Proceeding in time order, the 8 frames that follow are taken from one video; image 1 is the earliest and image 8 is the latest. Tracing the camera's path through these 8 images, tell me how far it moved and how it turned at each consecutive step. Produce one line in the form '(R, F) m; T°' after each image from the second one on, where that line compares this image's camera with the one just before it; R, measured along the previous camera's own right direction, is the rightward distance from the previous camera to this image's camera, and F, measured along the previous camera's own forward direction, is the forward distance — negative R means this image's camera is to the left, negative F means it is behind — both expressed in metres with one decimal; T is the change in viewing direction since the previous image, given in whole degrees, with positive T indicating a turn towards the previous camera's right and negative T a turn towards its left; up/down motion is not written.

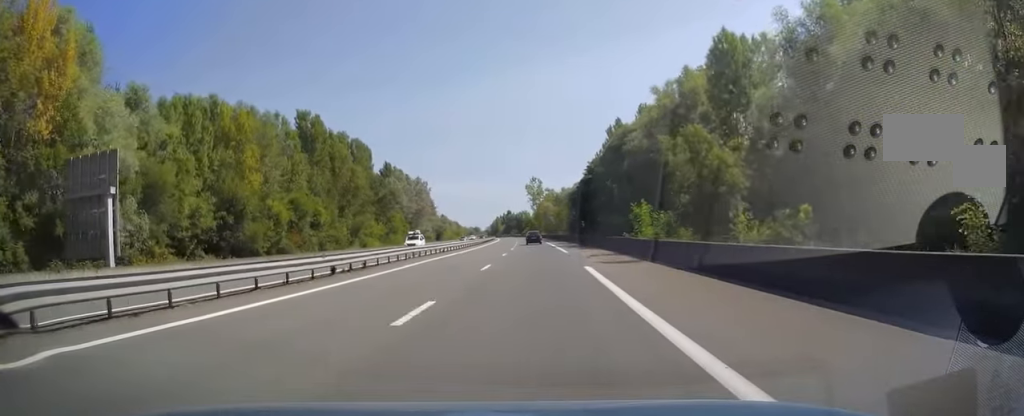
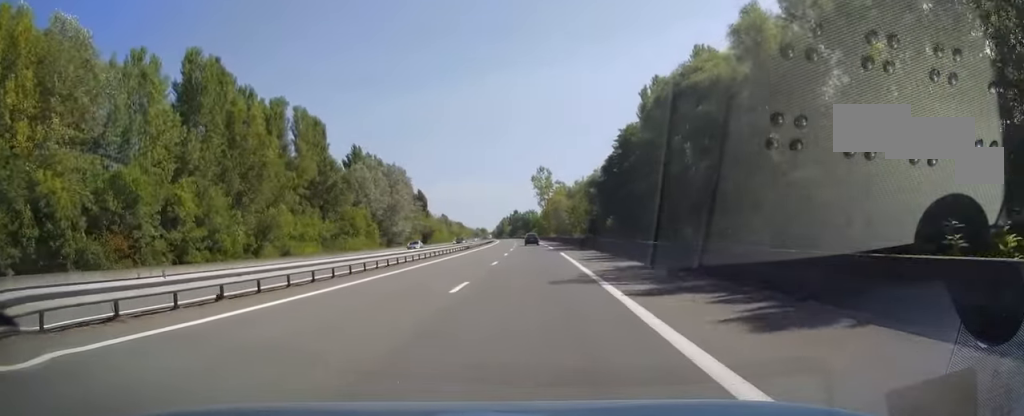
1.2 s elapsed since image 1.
(-0.4, +33.8) m; -1°
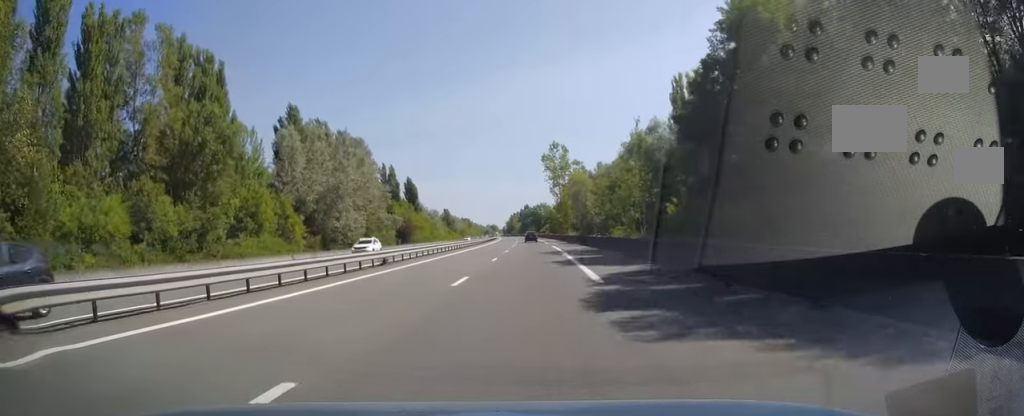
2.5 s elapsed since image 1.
(-0.2, +38.7) m; -1°
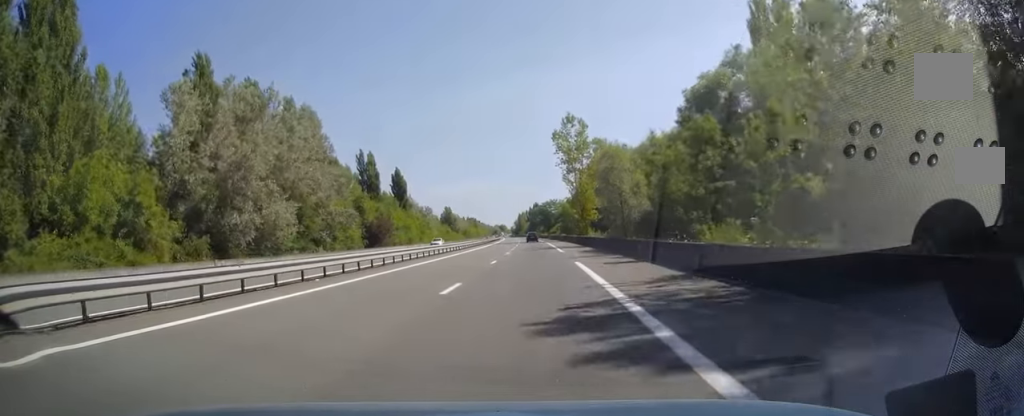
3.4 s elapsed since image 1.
(-0.3, +28.4) m; -1°
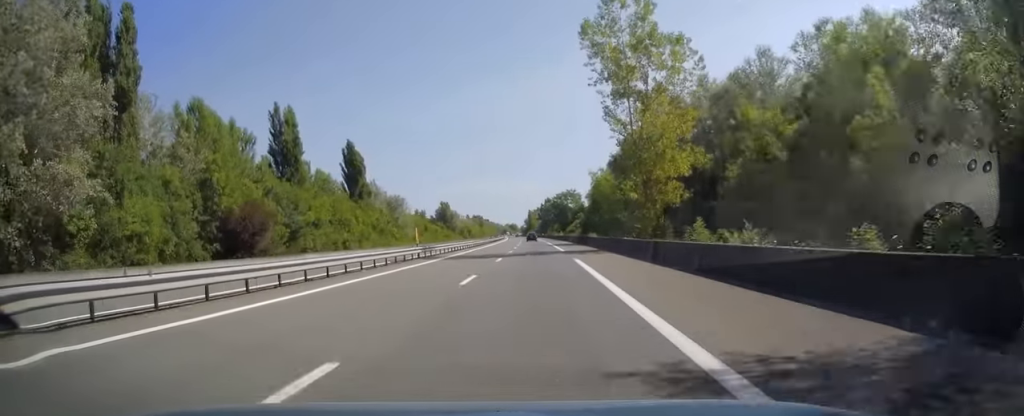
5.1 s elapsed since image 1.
(-0.7, +50.0) m; -2°
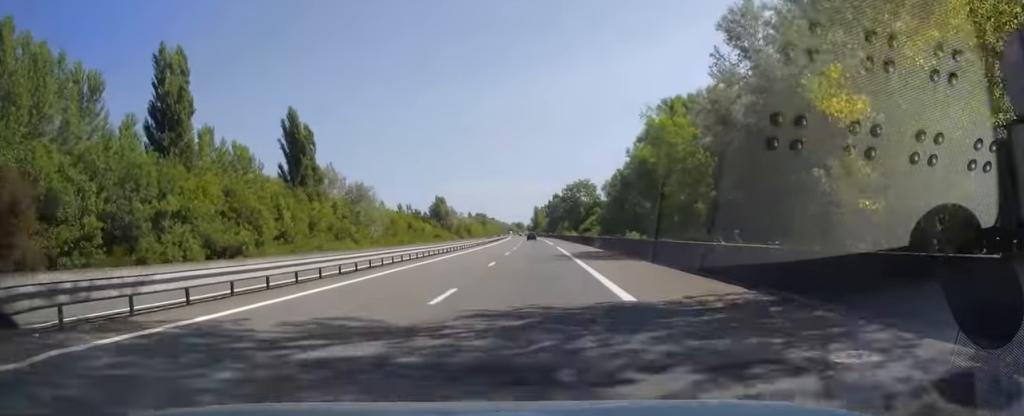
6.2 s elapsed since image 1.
(-0.3, +30.9) m; -1°
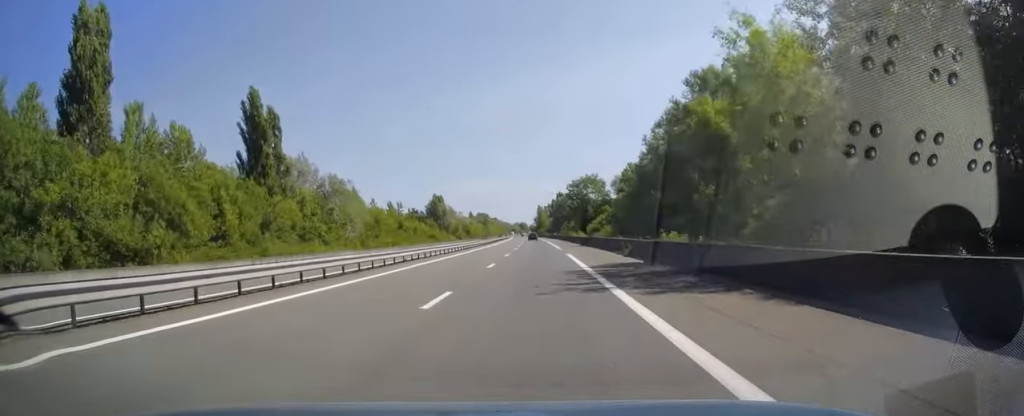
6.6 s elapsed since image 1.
(0.0, +13.7) m; 0°
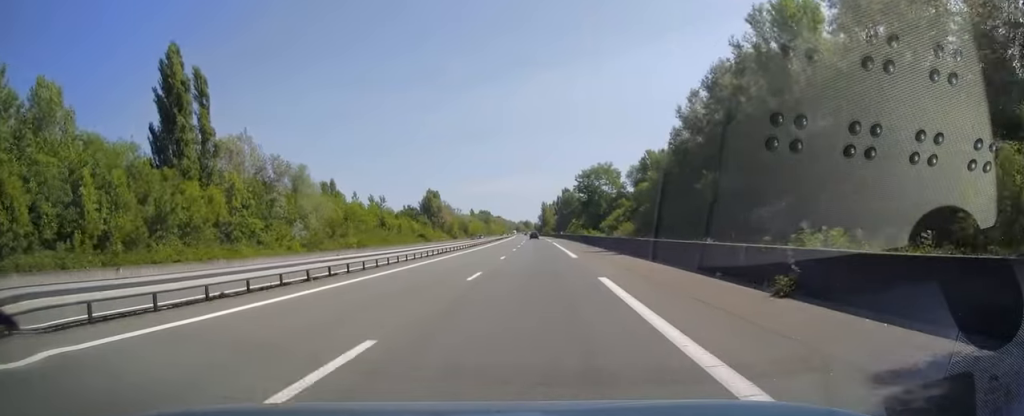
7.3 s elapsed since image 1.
(0.0, +19.6) m; 0°
